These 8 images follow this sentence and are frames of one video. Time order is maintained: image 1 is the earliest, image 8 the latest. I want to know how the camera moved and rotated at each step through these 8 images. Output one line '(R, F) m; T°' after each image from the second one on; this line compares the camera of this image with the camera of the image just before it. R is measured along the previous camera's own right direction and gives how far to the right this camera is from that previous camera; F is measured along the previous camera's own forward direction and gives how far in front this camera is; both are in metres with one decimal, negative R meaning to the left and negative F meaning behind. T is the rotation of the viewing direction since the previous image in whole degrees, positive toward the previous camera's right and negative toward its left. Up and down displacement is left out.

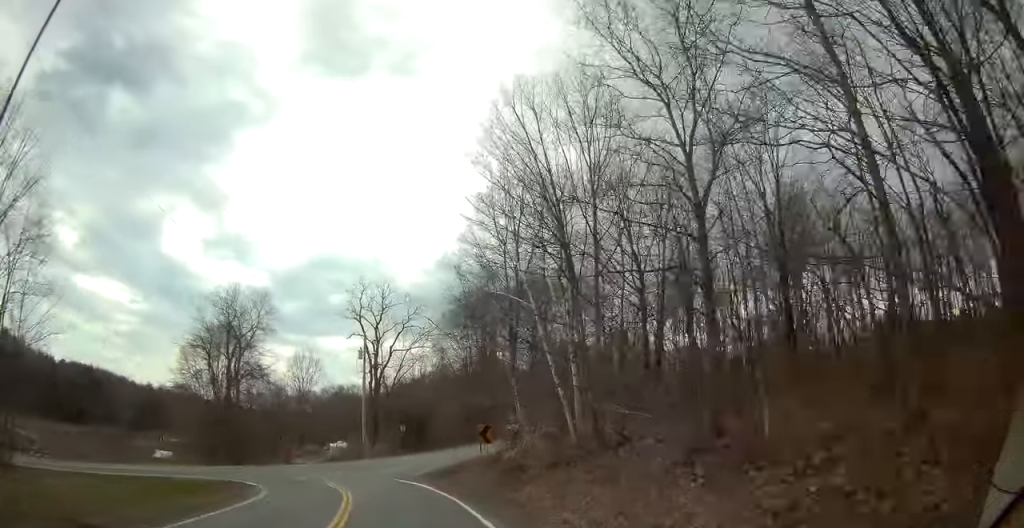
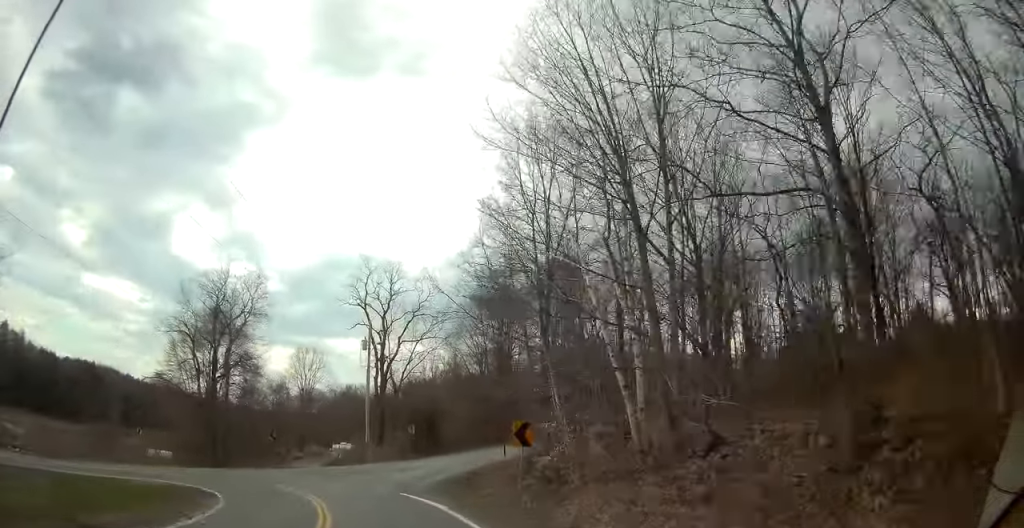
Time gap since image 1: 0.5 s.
(+0.1, +6.3) m; -3°
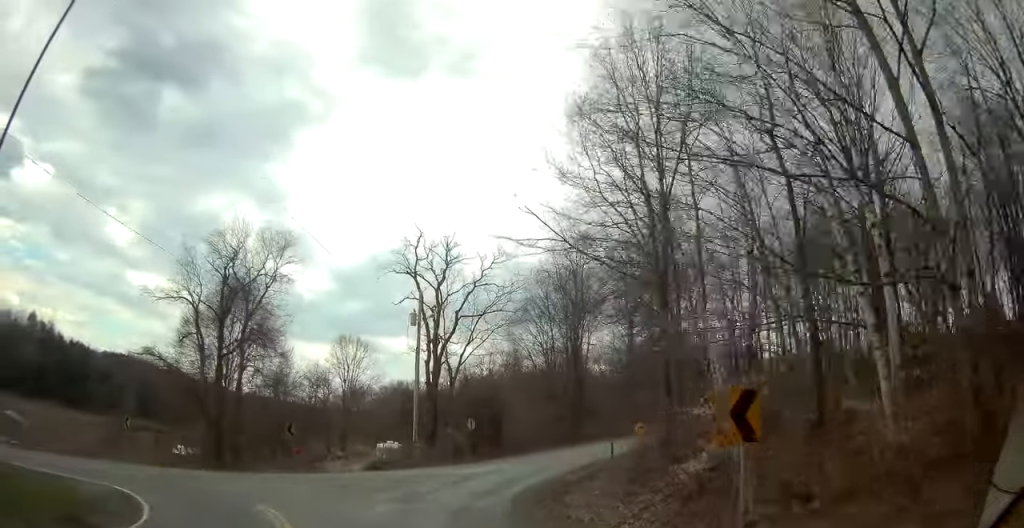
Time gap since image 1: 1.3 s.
(-0.8, +9.9) m; -6°
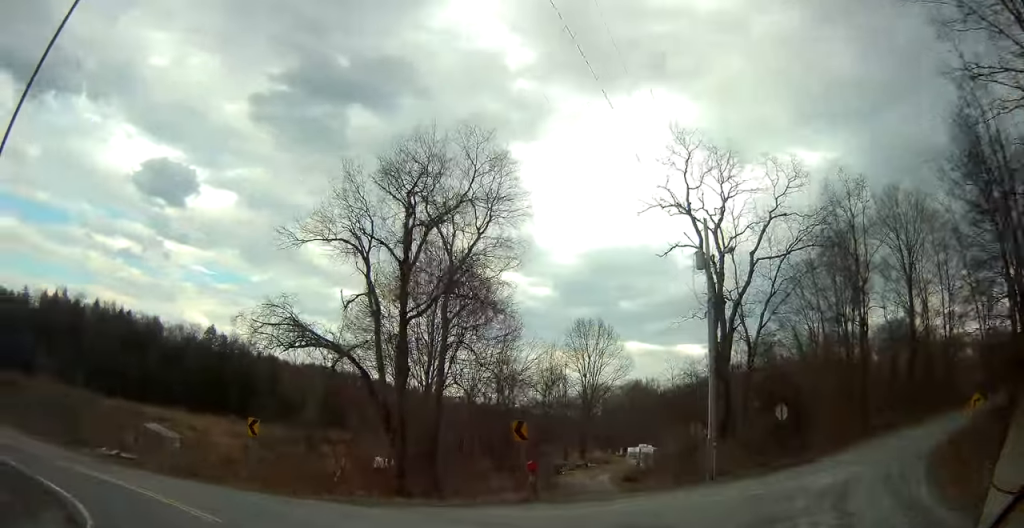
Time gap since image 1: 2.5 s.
(-0.9, +13.7) m; -19°
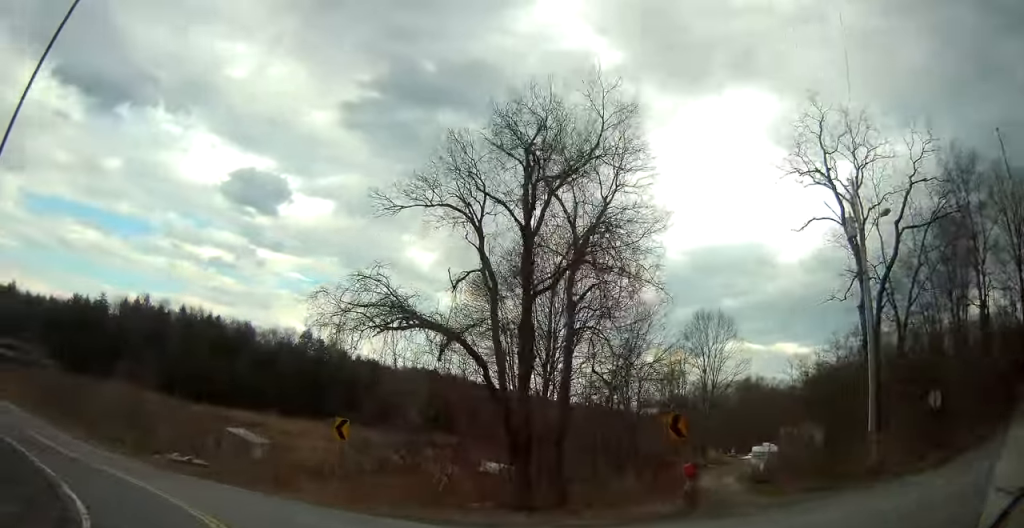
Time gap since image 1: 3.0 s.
(-0.9, +3.8) m; -12°
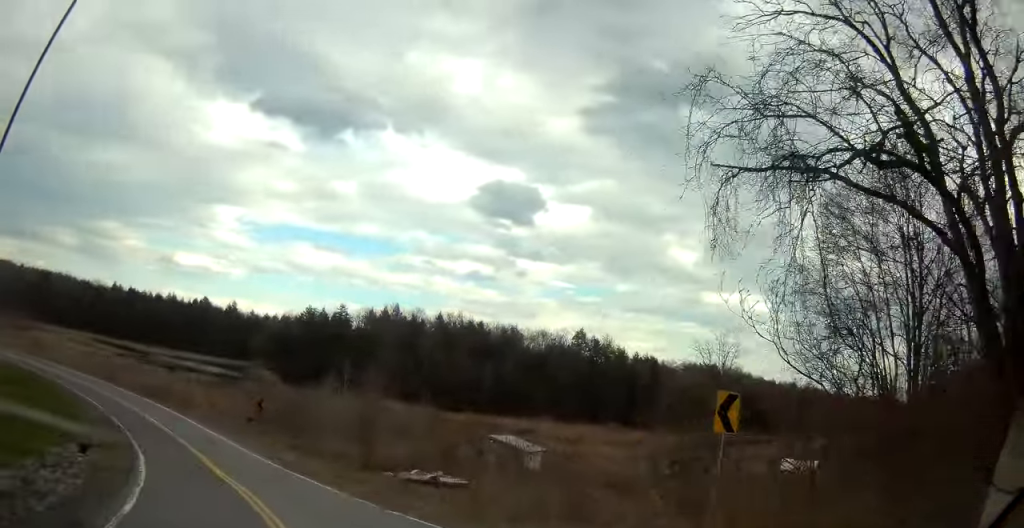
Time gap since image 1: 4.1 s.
(-2.9, +9.6) m; -29°
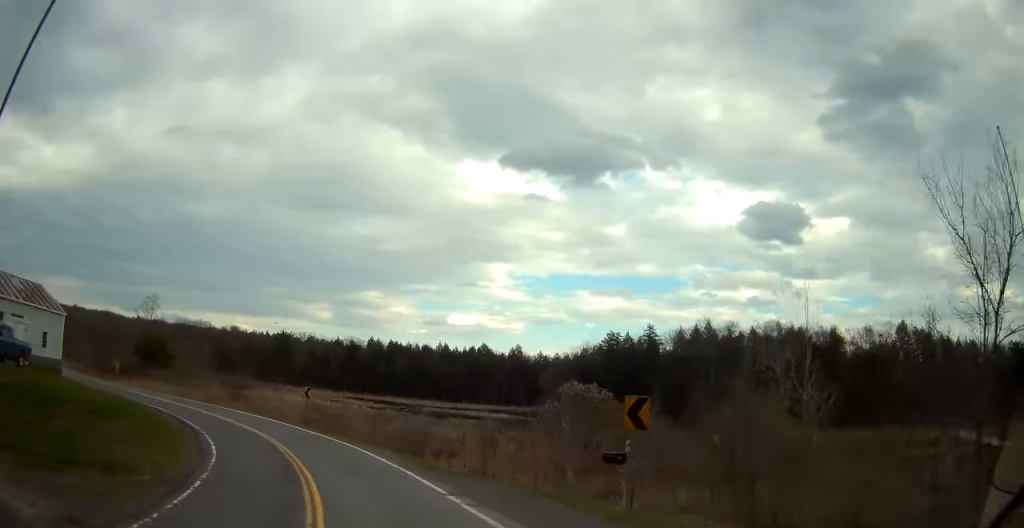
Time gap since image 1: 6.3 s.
(-7.2, +22.6) m; -26°
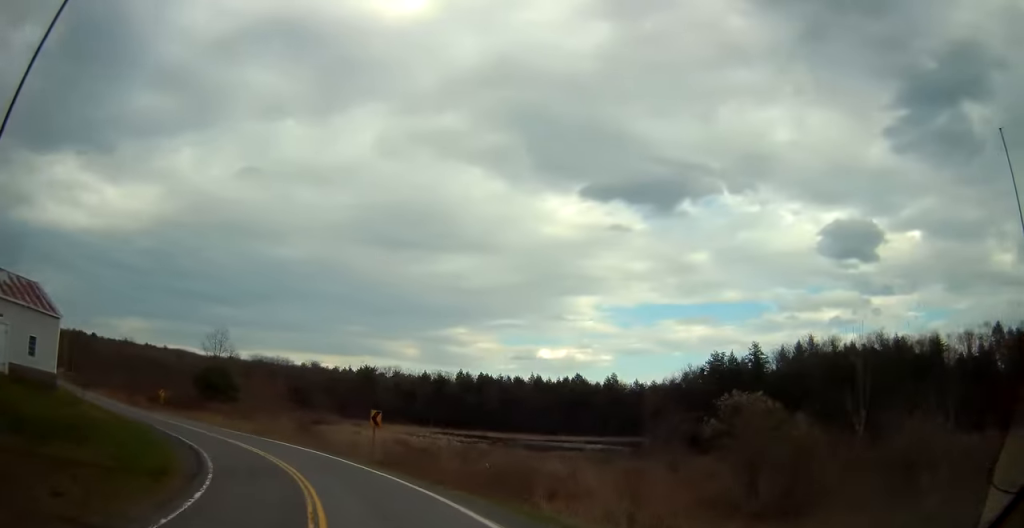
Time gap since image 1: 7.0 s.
(-0.4, +9.8) m; -7°
